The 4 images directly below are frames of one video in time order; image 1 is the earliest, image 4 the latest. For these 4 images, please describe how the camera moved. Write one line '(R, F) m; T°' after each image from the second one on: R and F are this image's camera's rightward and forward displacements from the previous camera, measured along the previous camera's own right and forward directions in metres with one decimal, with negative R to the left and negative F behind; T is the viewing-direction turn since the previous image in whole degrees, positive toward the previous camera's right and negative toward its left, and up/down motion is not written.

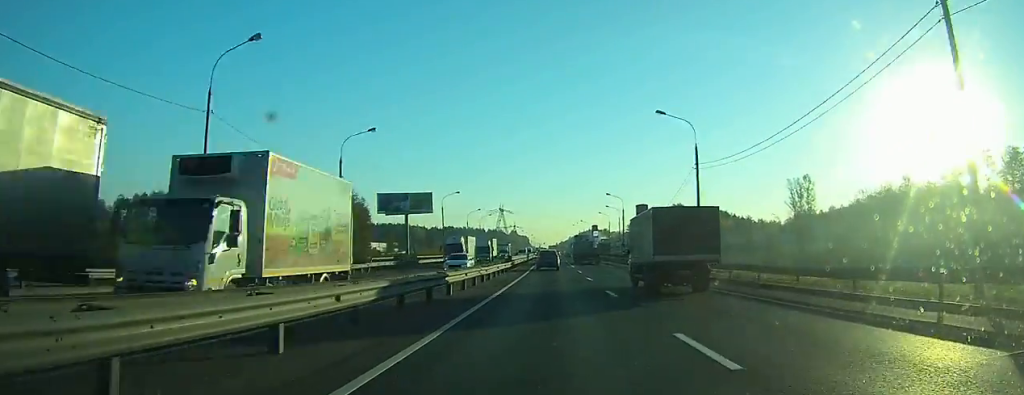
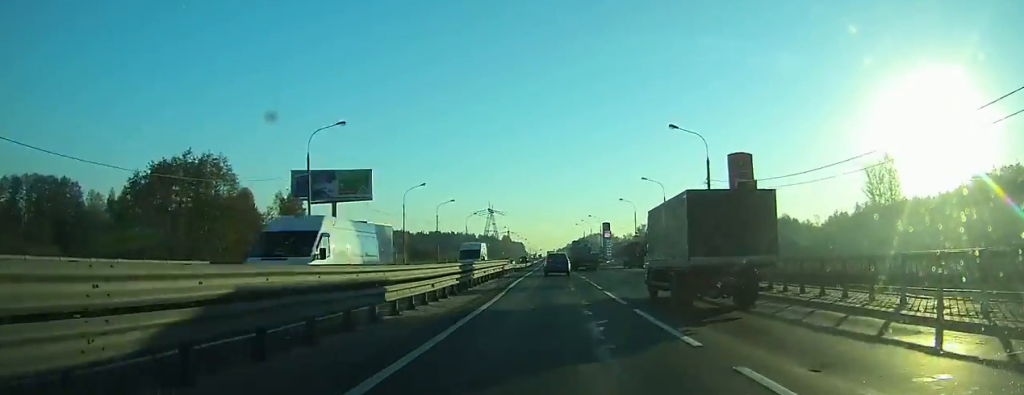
(-0.1, +54.3) m; 0°
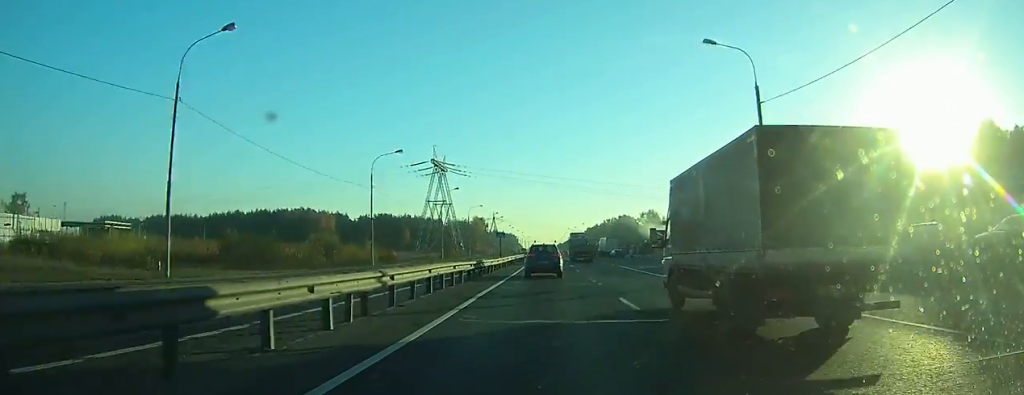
(+0.5, +168.4) m; +1°
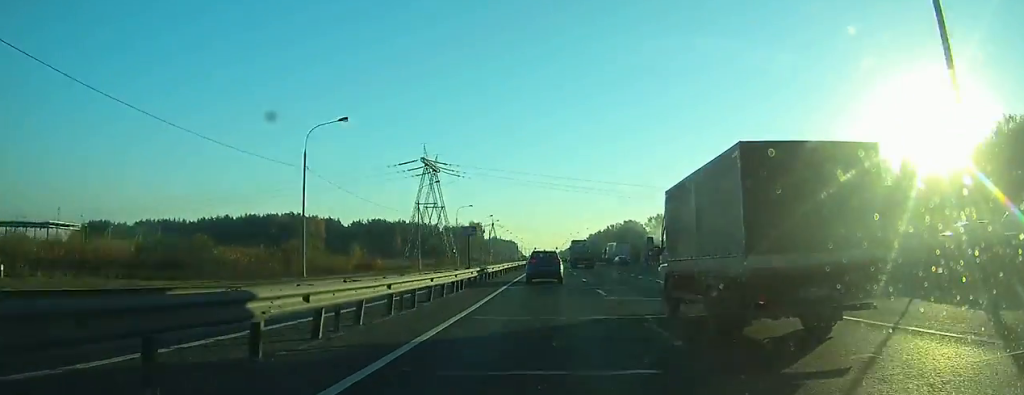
(0.0, +16.2) m; 0°
